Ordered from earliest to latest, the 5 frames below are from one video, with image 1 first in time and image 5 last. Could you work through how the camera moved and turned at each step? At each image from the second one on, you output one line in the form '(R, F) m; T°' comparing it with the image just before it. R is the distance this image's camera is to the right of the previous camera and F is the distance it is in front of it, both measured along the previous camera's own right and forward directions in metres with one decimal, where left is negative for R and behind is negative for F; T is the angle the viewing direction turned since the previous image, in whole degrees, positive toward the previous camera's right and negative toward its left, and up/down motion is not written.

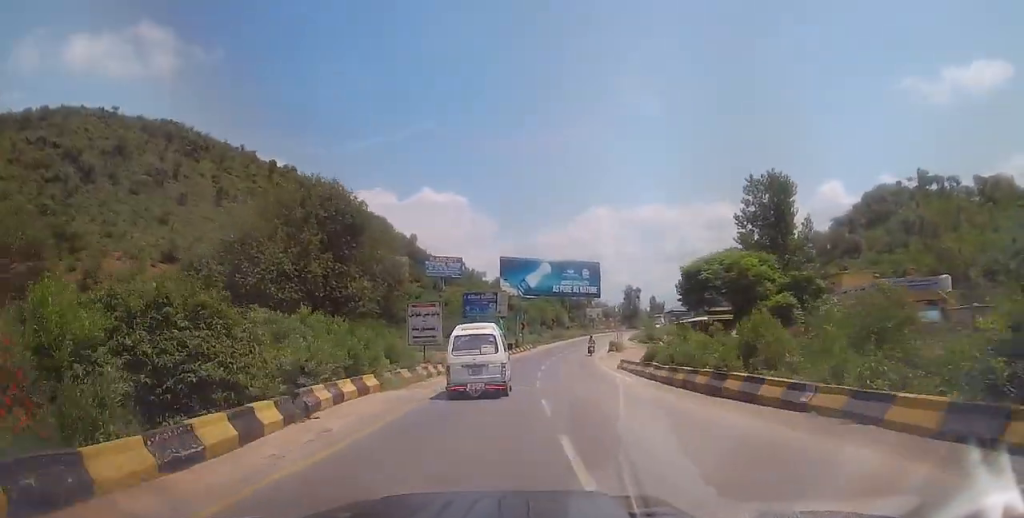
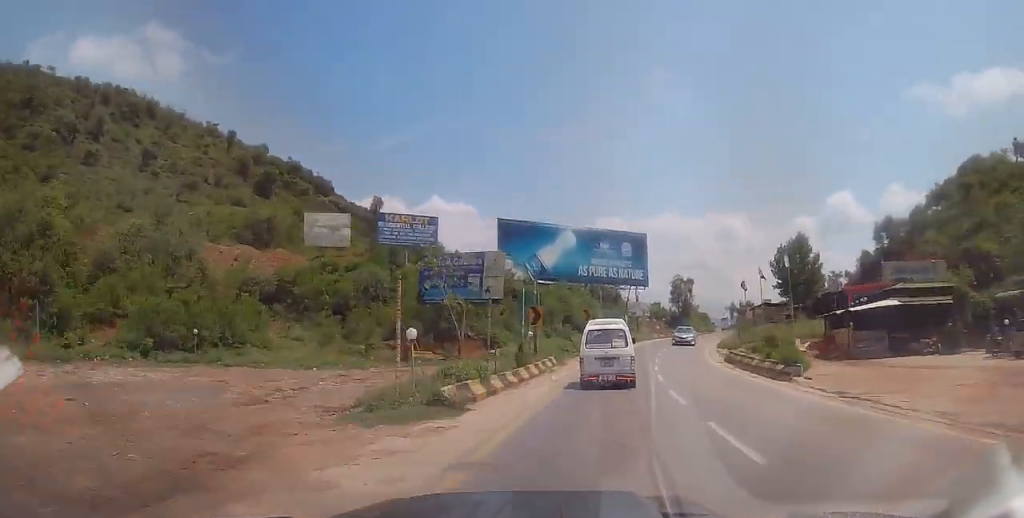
(+1.4, +35.2) m; +5°
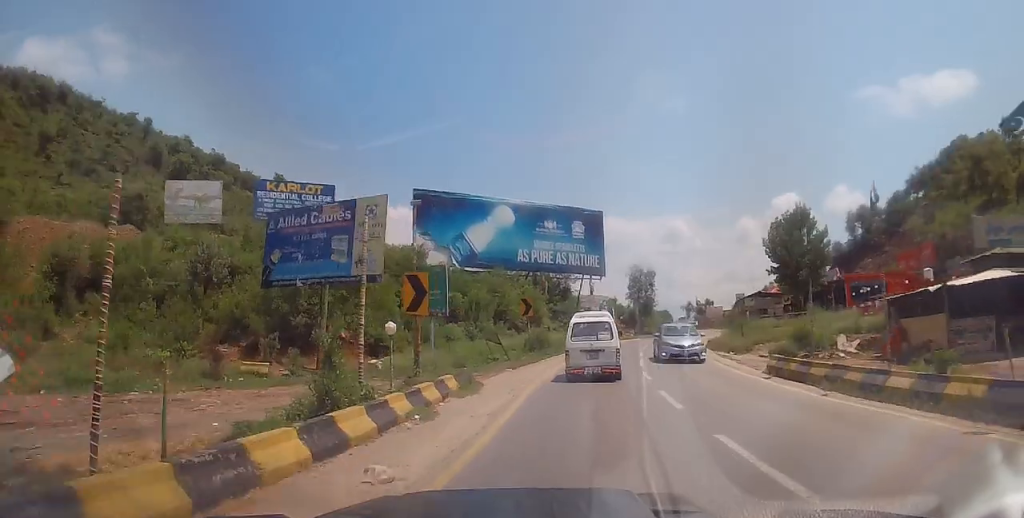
(-0.3, +14.1) m; +4°
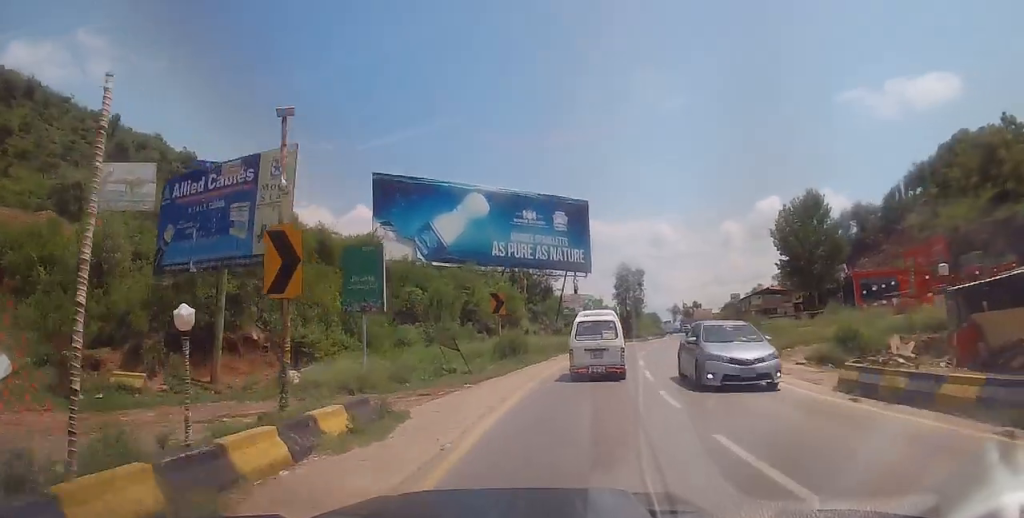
(+0.6, +6.1) m; +2°
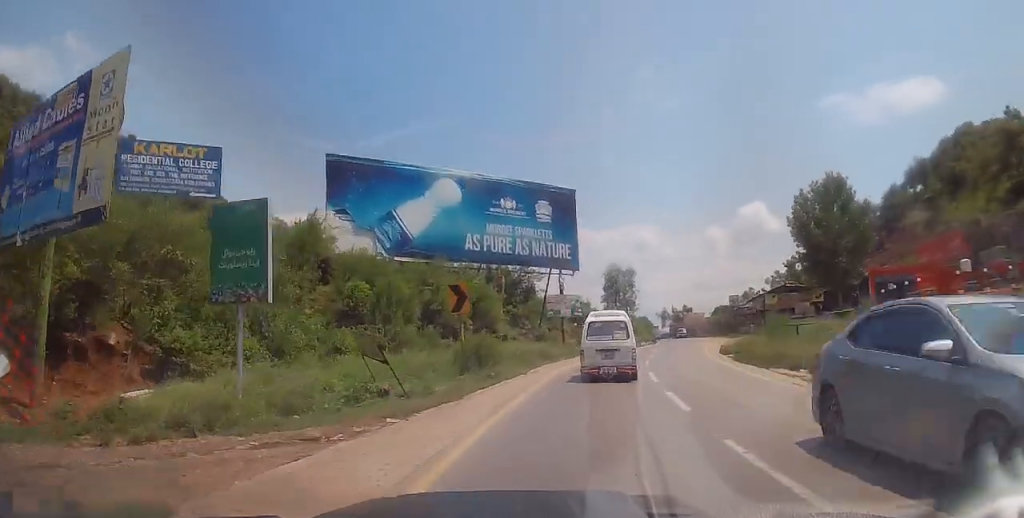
(+0.3, +6.2) m; +2°
